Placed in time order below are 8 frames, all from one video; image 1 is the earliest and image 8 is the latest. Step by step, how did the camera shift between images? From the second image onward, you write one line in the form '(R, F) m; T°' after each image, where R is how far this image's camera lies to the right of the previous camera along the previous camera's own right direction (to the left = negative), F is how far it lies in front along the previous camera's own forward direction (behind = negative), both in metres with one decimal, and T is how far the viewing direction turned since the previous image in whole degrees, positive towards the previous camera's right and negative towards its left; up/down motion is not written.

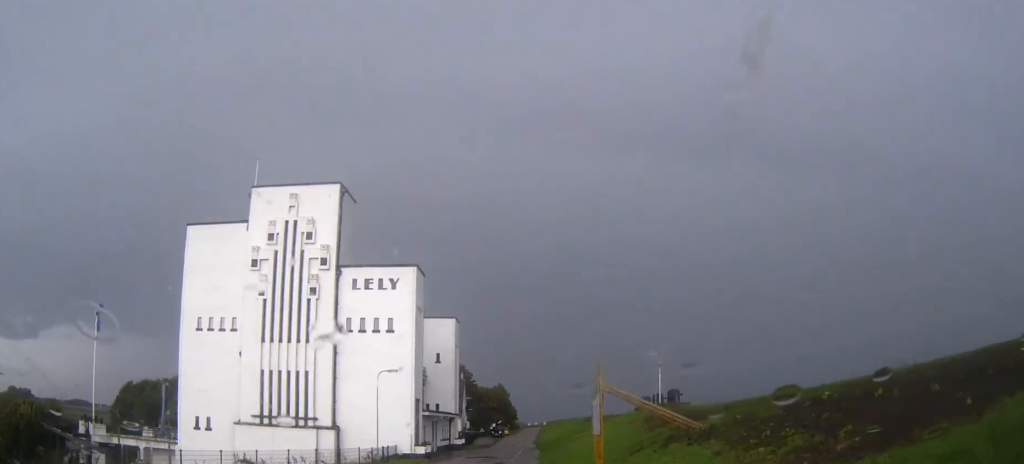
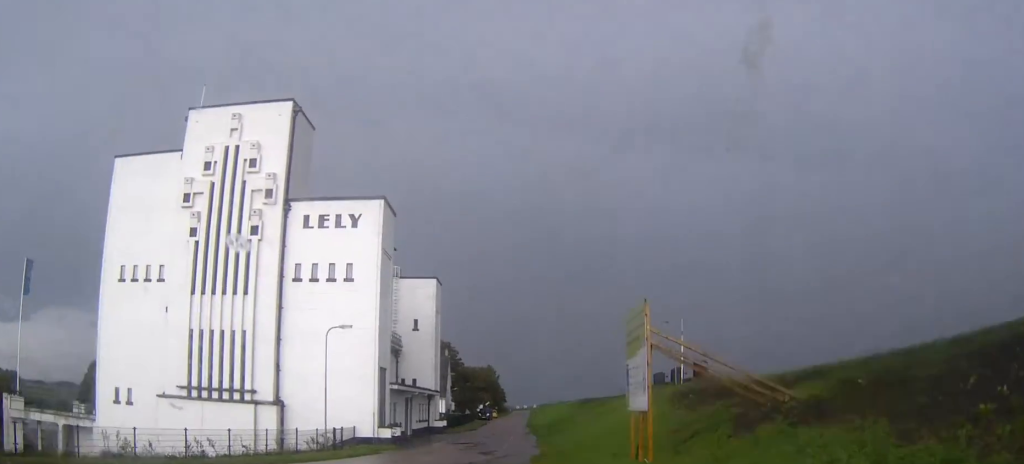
(+0.1, +12.1) m; 0°
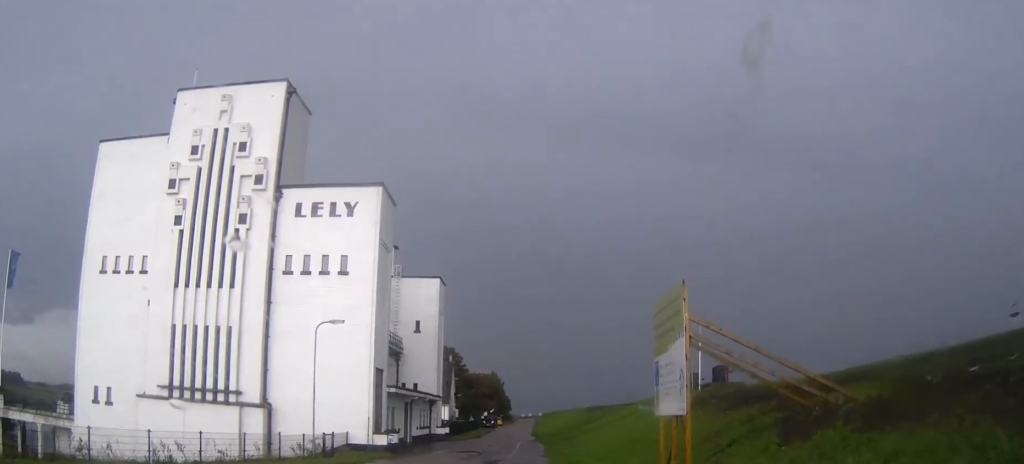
(0.0, +3.9) m; -1°
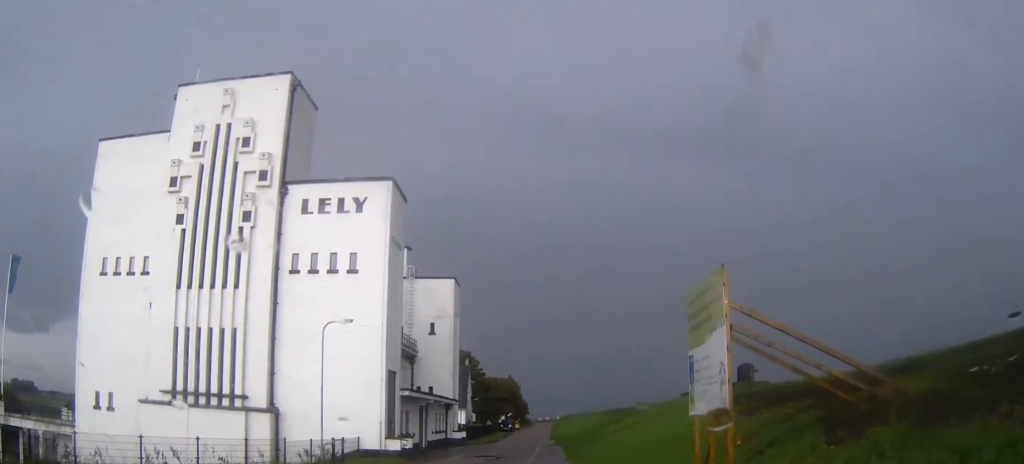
(-0.1, +1.9) m; -5°
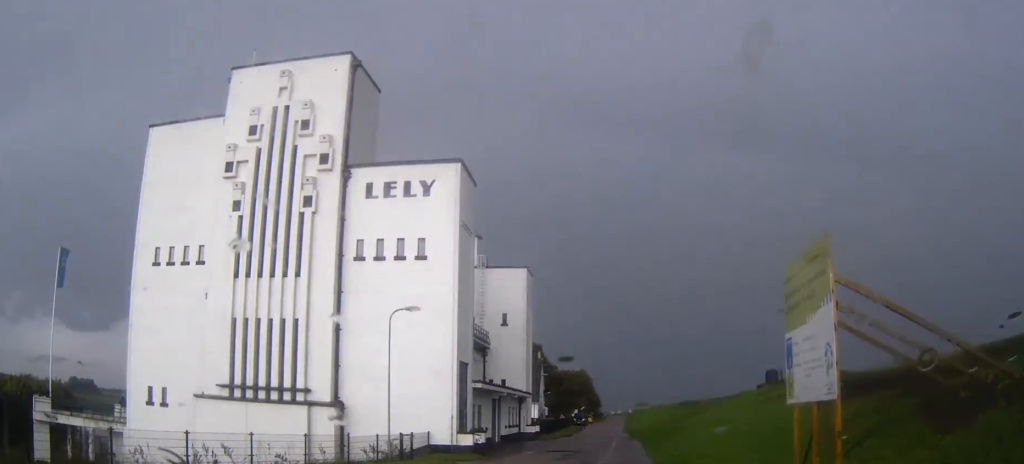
(+0.1, +2.0) m; -5°
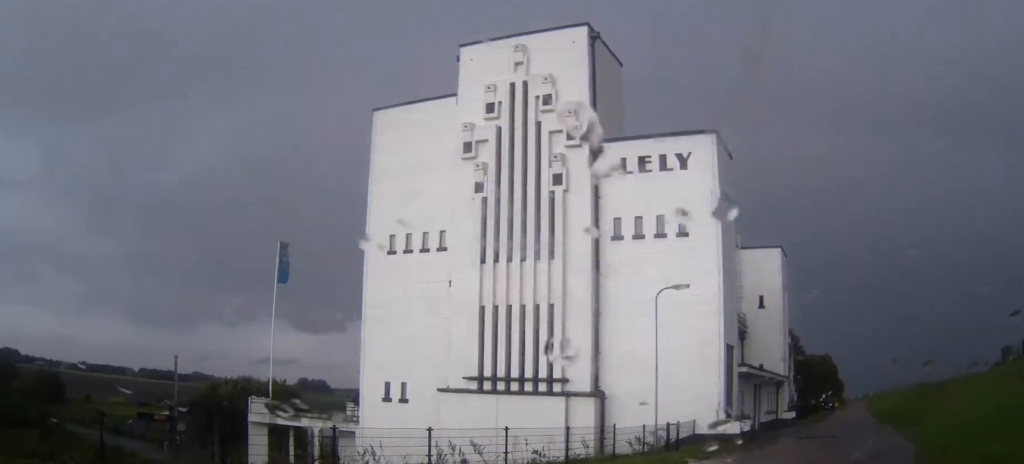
(-0.4, +2.7) m; -20°
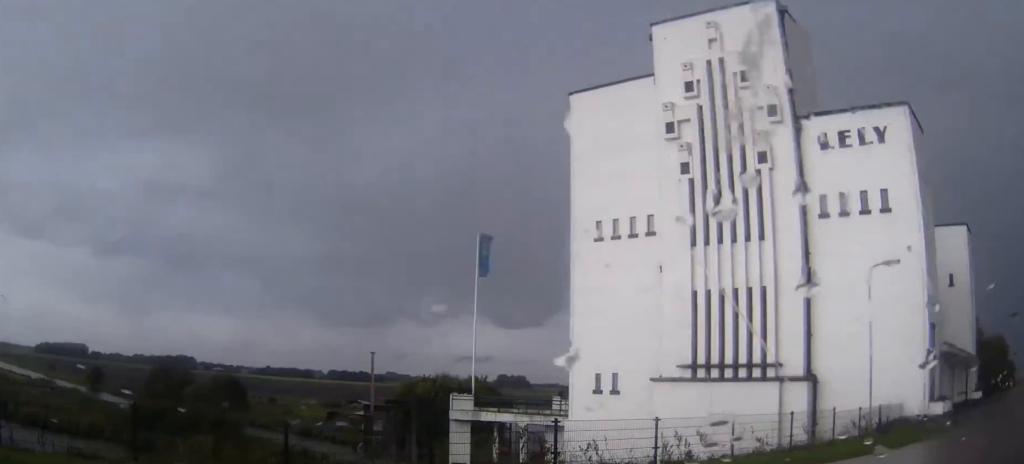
(-0.1, +1.6) m; -17°
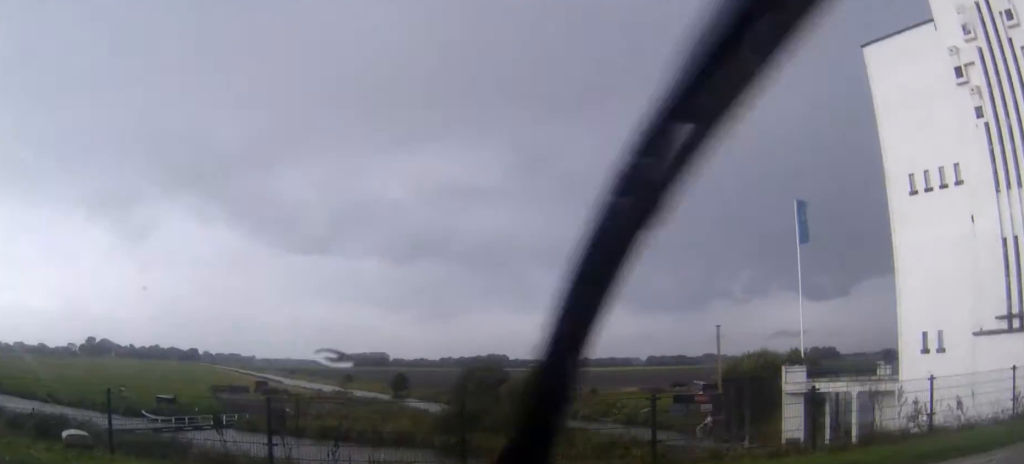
(-0.6, +2.1) m; -30°
